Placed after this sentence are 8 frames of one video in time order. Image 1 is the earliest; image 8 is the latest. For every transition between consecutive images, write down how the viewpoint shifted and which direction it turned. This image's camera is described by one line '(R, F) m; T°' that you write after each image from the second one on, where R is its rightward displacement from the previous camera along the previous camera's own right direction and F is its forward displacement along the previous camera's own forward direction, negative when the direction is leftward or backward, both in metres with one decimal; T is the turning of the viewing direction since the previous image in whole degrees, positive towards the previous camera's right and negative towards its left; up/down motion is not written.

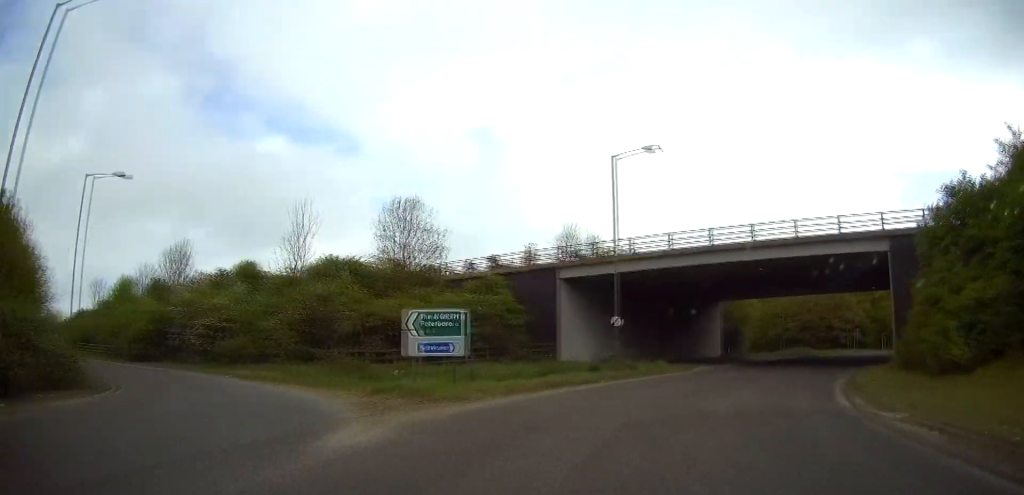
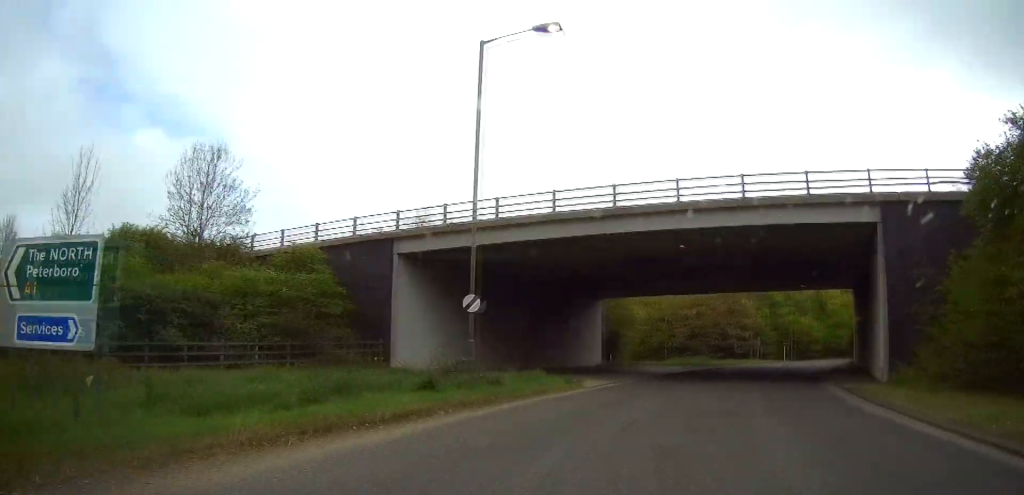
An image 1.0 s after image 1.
(+1.4, +12.9) m; +11°
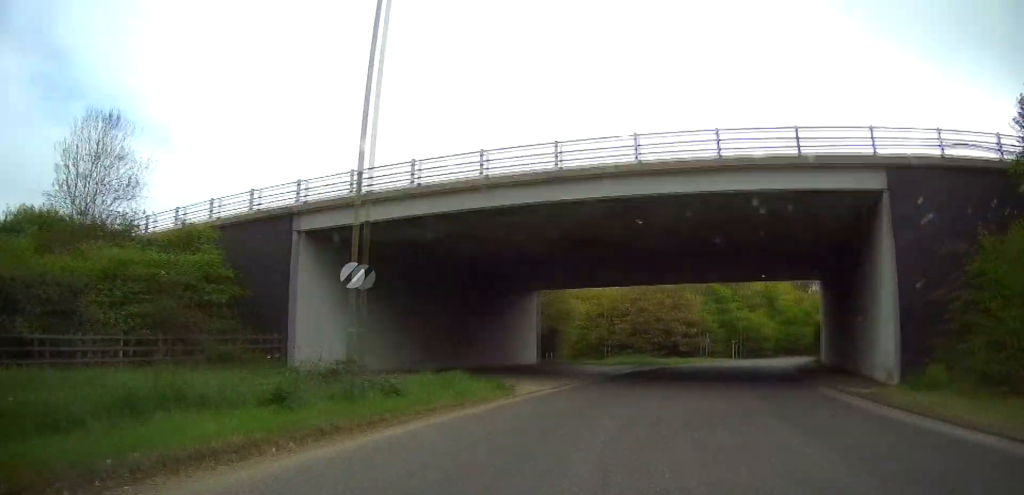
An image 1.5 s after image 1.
(+0.3, +5.6) m; +5°
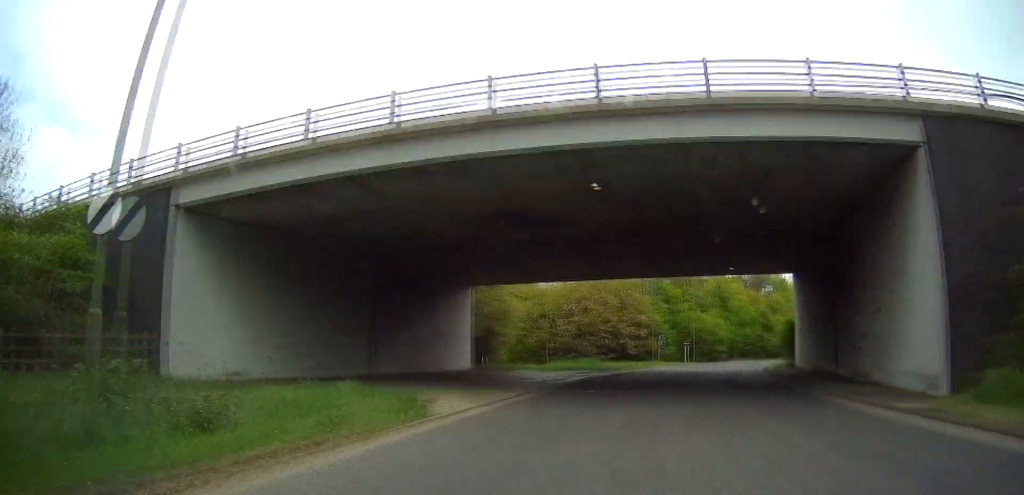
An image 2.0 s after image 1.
(+0.1, +6.1) m; +5°
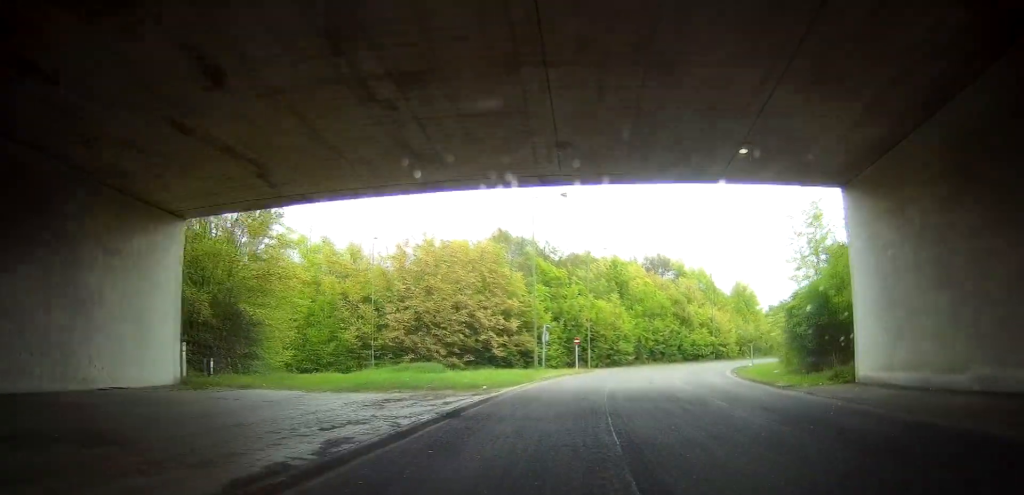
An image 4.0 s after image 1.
(+3.5, +24.6) m; +11°
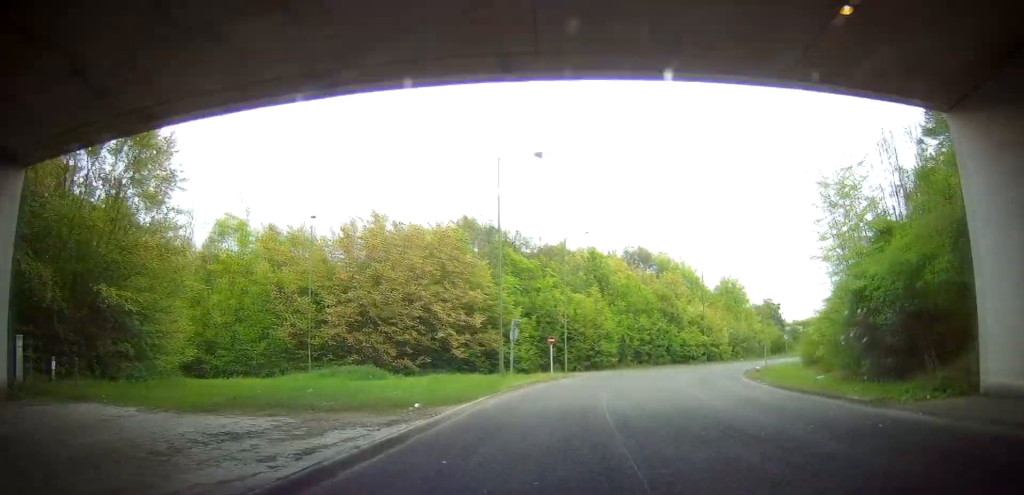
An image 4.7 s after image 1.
(0.0, +8.2) m; +1°
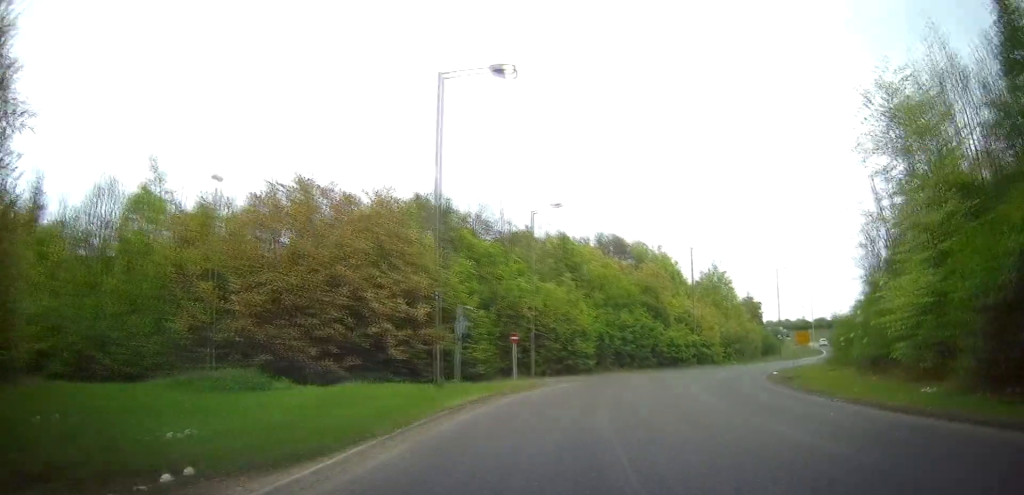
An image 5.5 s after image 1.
(+0.2, +9.3) m; +3°
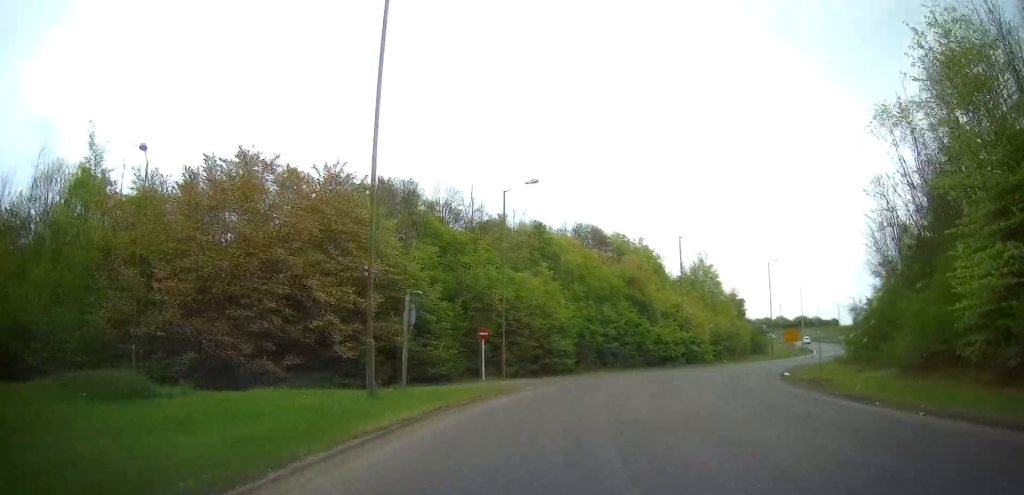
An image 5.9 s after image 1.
(-0.1, +5.2) m; +2°
